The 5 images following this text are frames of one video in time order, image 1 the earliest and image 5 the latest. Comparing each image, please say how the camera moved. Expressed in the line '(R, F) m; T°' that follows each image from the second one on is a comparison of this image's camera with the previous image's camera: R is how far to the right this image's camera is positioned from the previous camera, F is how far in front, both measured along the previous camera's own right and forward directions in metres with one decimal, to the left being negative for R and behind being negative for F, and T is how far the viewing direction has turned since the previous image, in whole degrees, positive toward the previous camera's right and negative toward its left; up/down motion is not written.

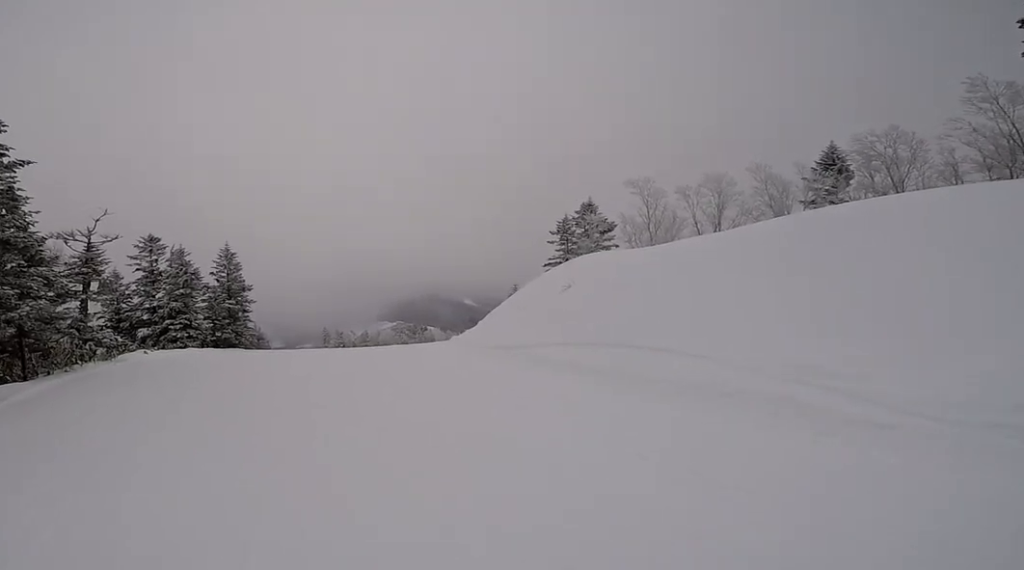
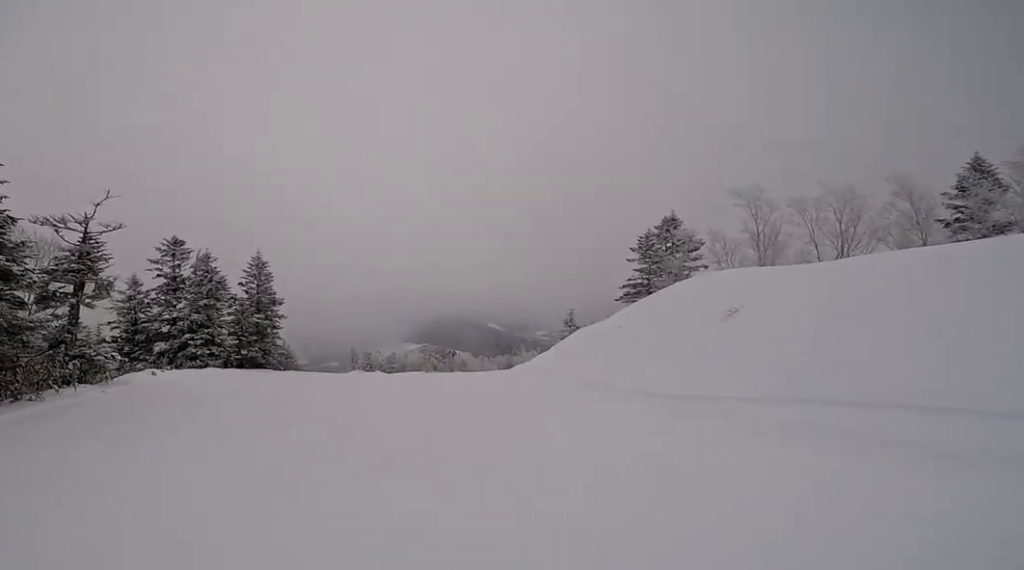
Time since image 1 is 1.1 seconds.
(+0.4, +5.1) m; -5°
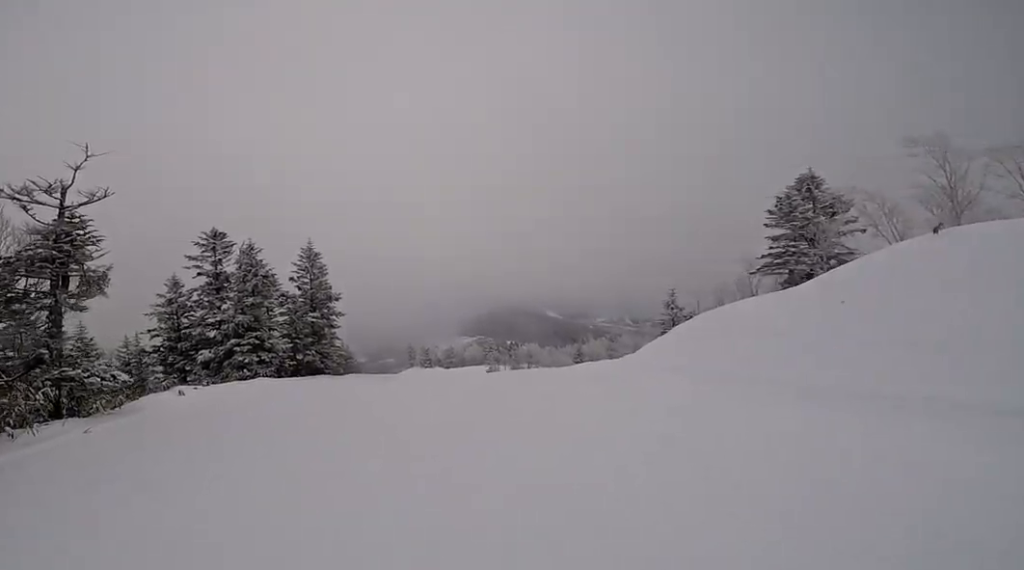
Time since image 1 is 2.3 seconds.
(-0.8, +5.4) m; +5°
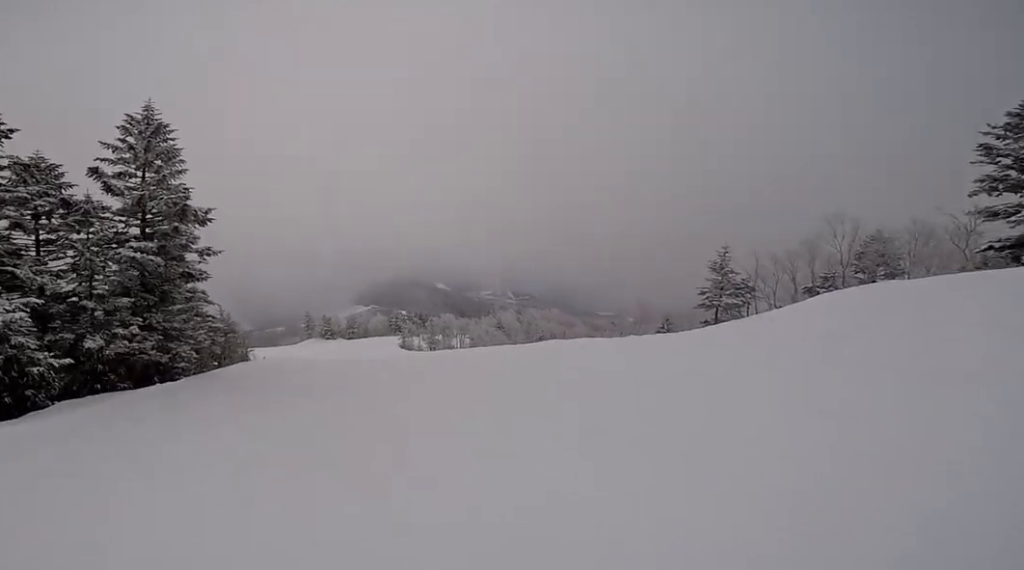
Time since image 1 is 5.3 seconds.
(+4.0, +16.4) m; +24°
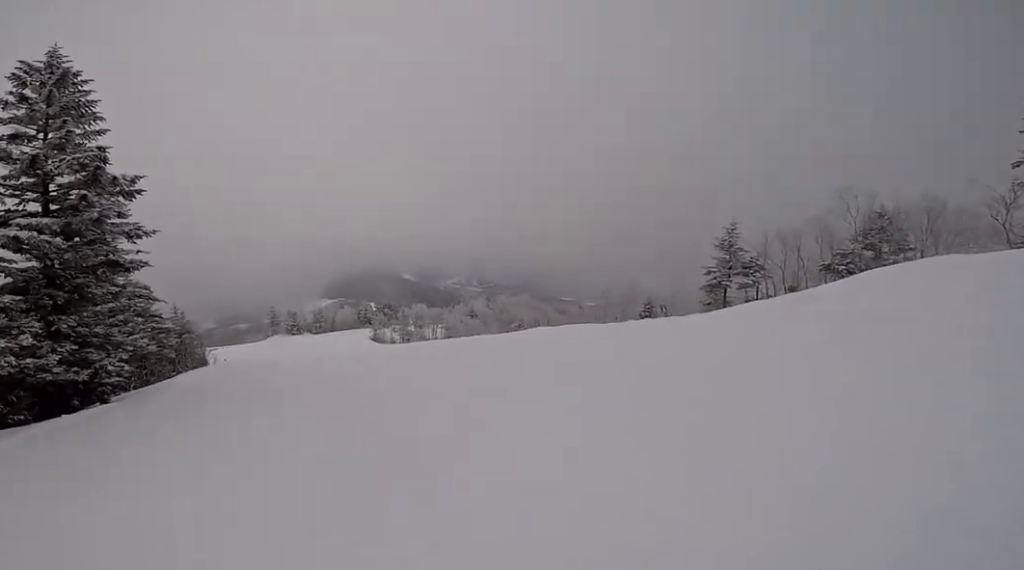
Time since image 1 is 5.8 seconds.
(+0.5, +3.2) m; +9°
